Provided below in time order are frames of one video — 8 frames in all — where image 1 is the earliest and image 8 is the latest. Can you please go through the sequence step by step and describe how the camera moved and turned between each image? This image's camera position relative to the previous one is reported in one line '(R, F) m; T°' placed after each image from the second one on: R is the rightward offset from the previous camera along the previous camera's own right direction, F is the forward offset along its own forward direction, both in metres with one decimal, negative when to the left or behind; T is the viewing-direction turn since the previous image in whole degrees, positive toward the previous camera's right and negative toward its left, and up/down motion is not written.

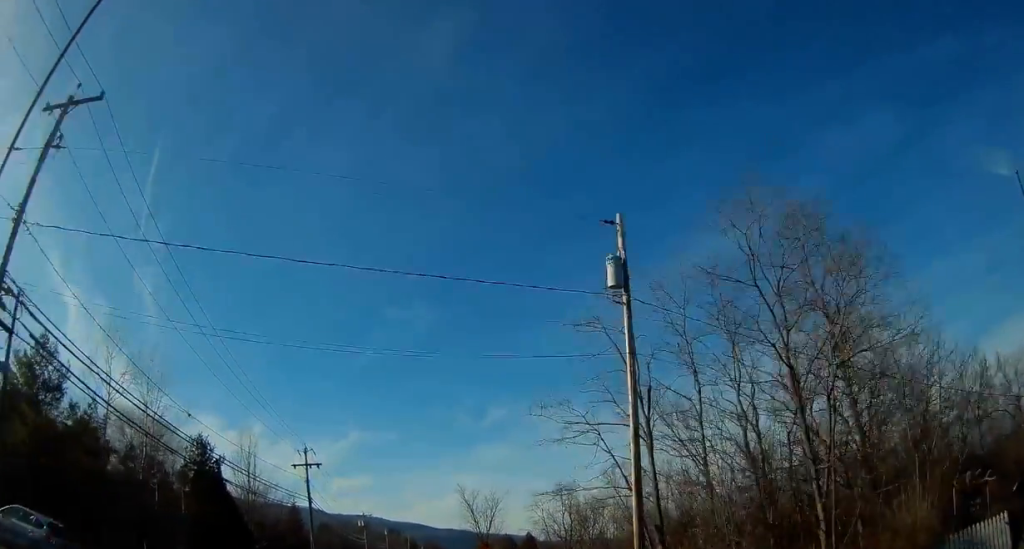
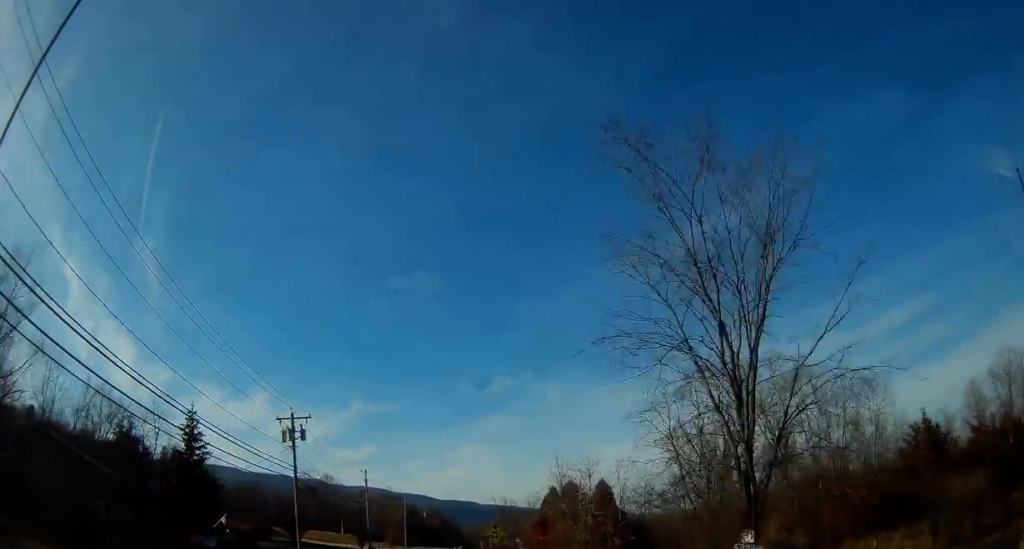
(+0.7, +46.9) m; +1°
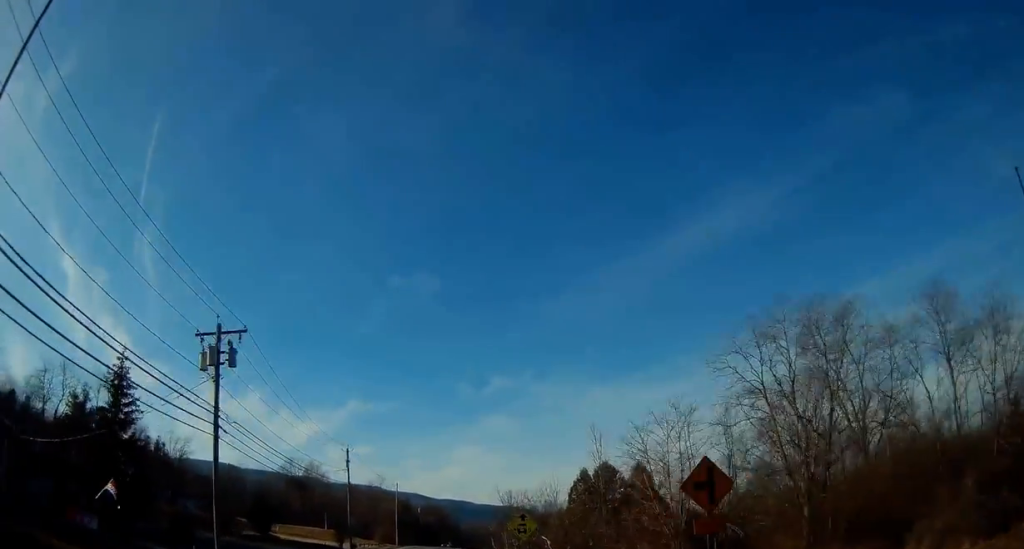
(-0.1, +13.7) m; 0°
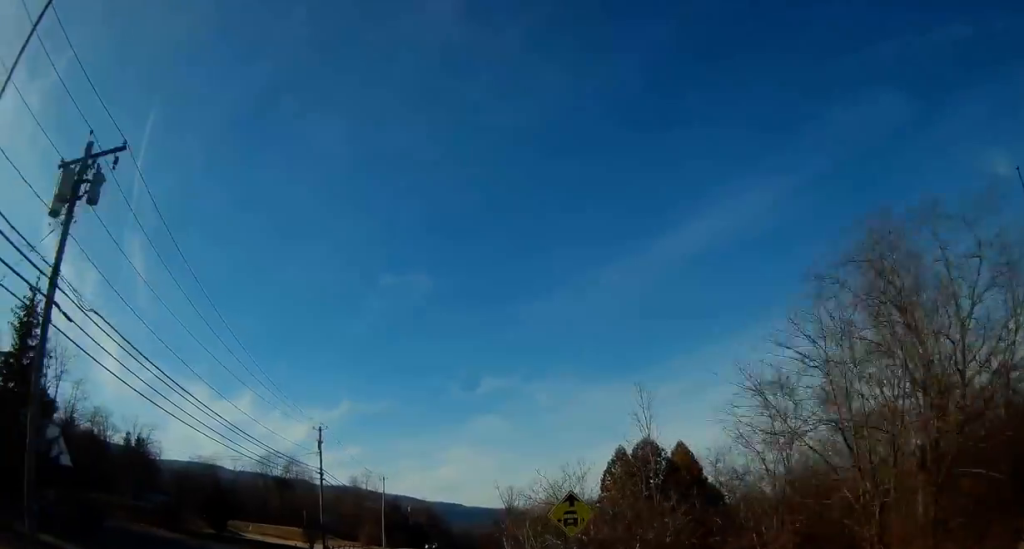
(0.0, +11.5) m; 0°
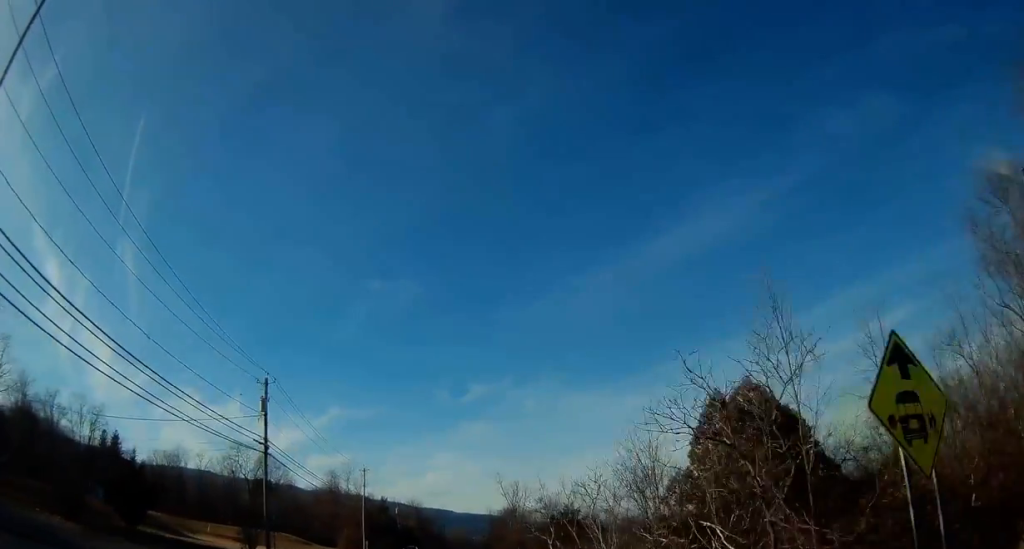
(0.0, +14.5) m; 0°
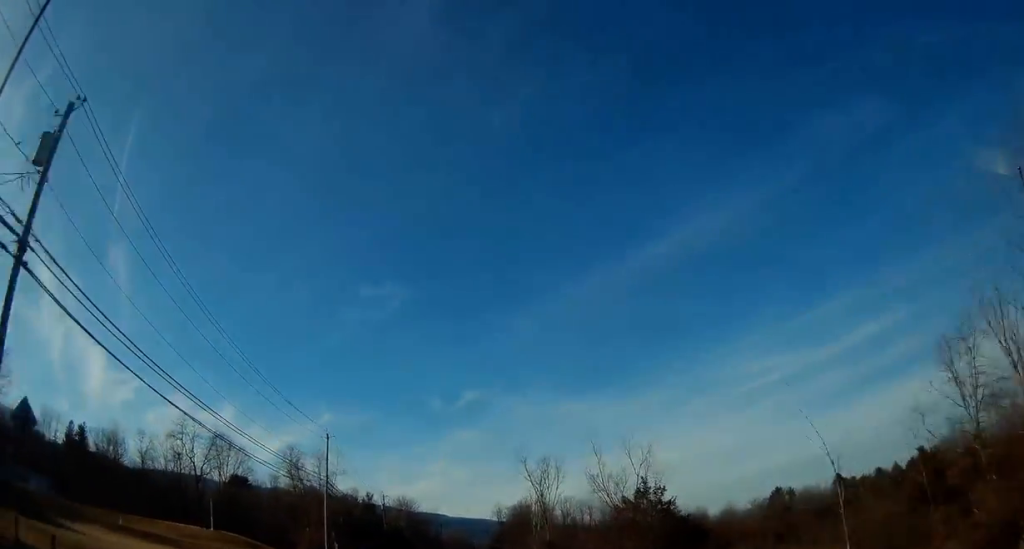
(+0.2, +23.0) m; +1°
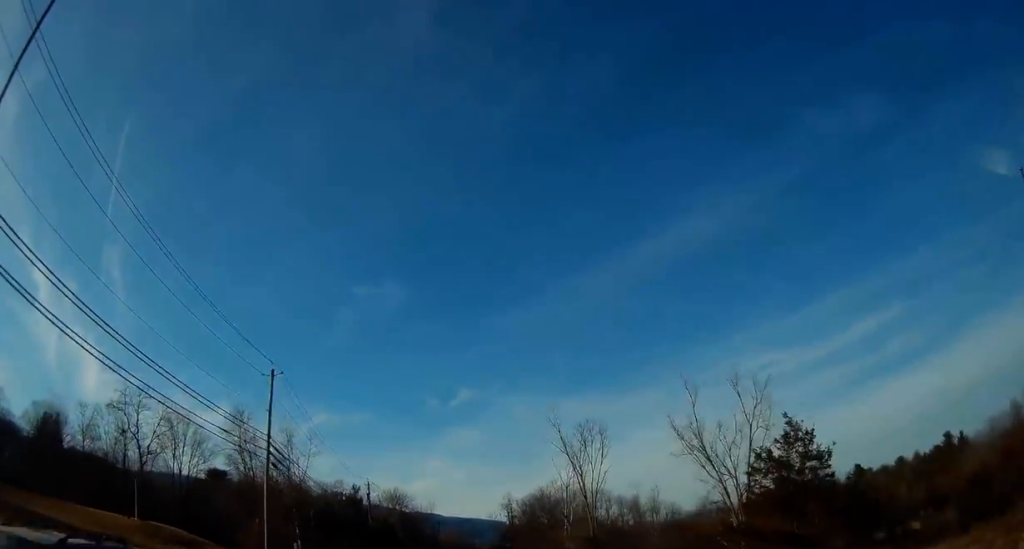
(+0.2, +16.6) m; +1°
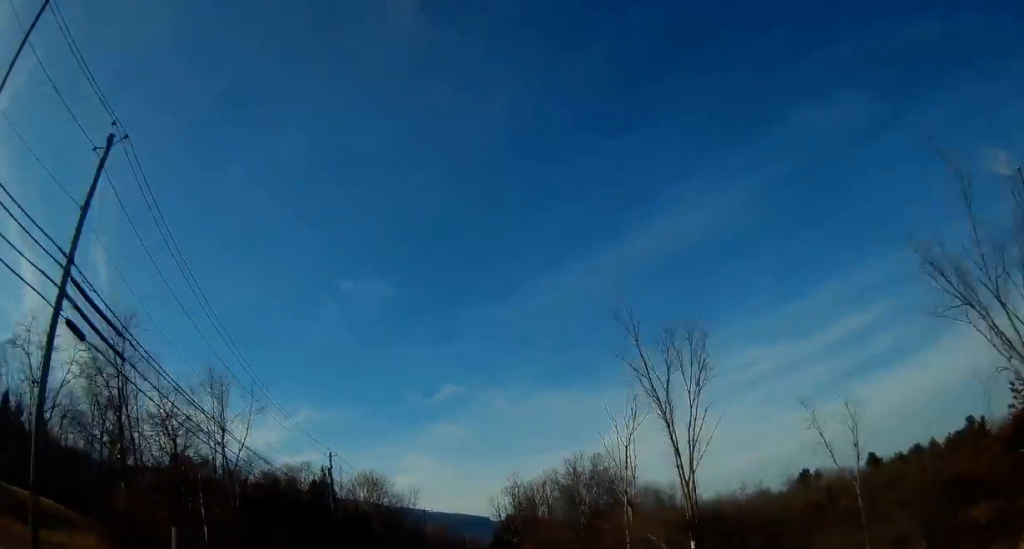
(-0.1, +18.3) m; 0°
